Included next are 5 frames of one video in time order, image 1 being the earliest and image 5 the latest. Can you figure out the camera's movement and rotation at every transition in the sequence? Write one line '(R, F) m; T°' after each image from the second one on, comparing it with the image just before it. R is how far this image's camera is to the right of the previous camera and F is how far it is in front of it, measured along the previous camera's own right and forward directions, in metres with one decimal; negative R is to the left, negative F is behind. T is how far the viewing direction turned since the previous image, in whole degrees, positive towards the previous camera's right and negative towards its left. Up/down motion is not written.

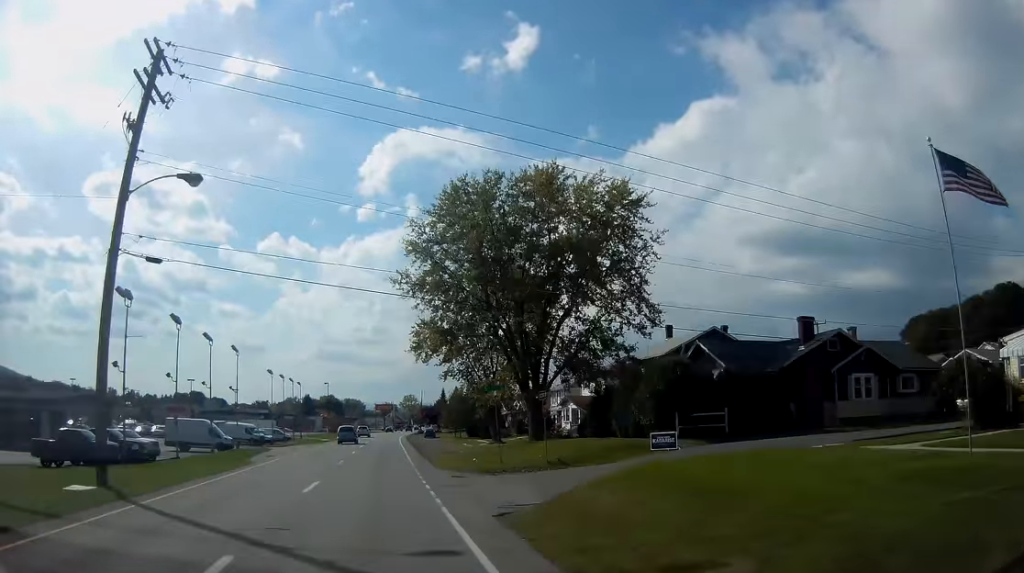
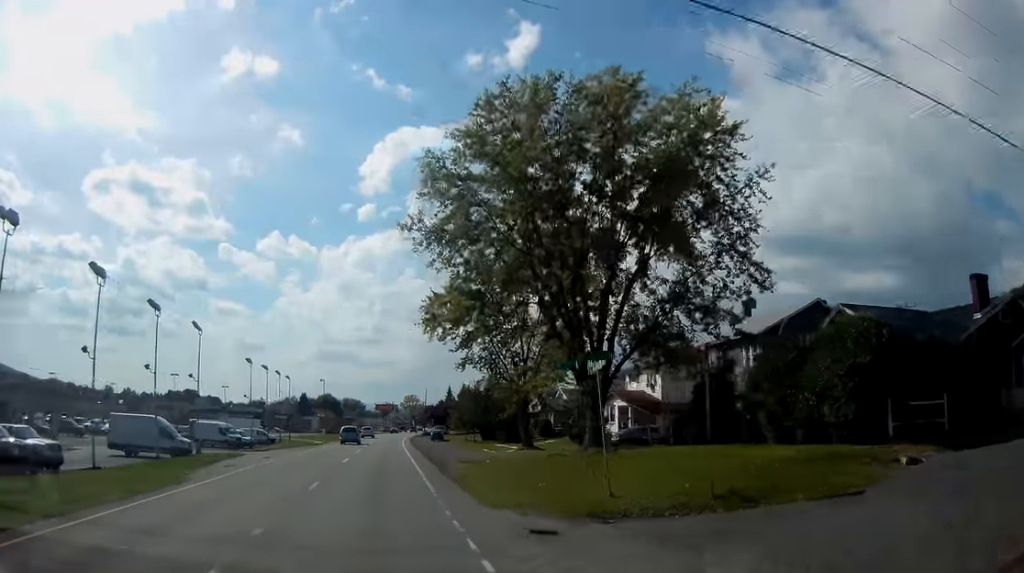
(0.0, +13.3) m; 0°
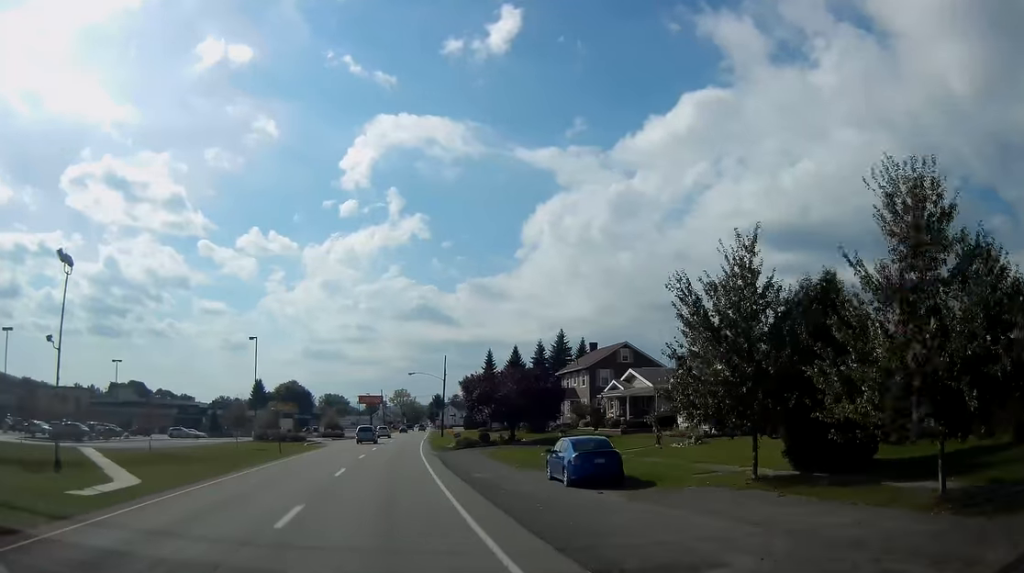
(+1.2, +67.7) m; +1°
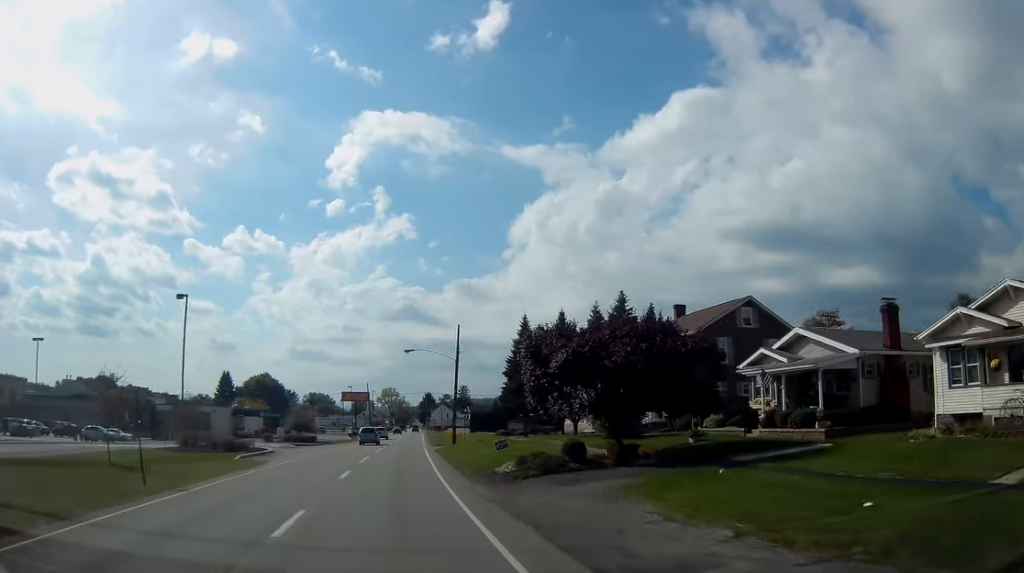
(+0.1, +25.2) m; +1°
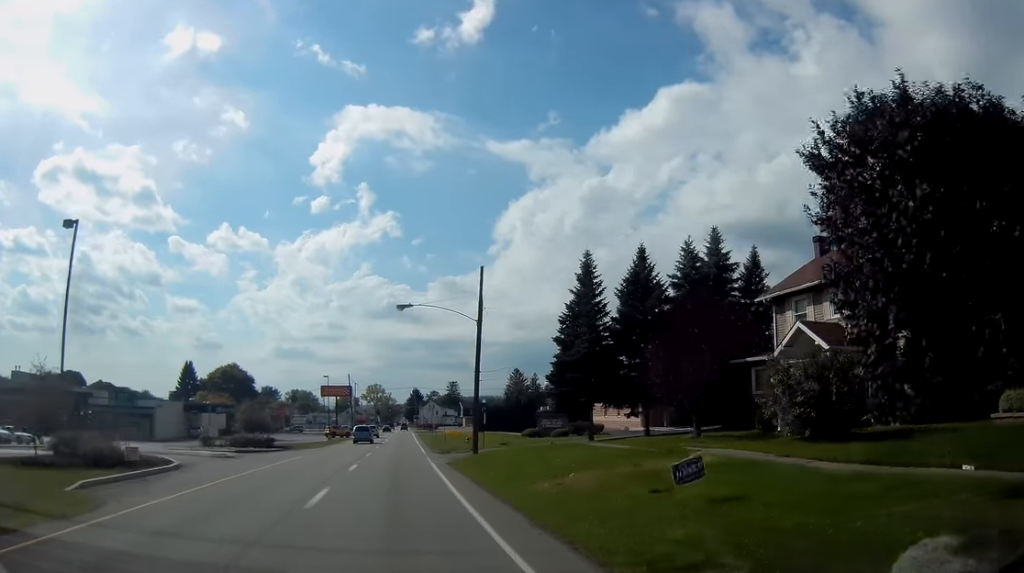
(+0.2, +19.8) m; +1°
